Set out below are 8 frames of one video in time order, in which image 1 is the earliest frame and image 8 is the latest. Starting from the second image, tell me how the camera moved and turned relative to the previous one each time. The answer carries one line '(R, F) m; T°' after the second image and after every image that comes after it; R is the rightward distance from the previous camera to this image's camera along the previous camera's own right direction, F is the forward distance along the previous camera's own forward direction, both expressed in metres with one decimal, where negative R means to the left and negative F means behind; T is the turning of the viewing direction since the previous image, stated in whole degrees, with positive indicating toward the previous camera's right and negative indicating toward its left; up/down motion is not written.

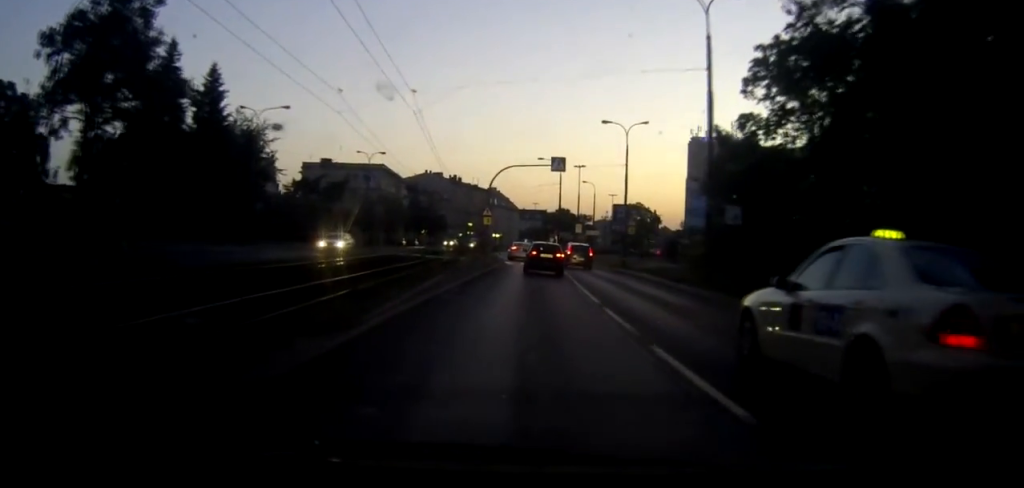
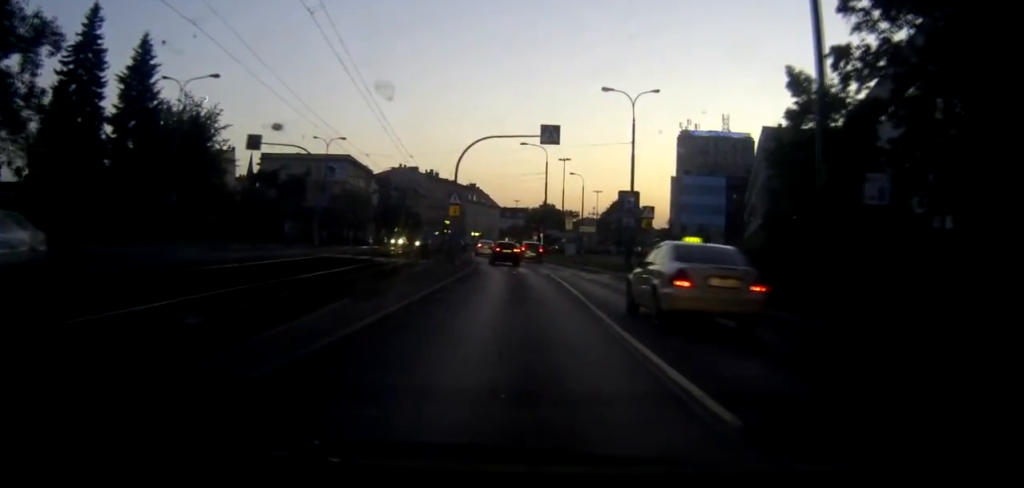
(+0.2, +10.5) m; +3°
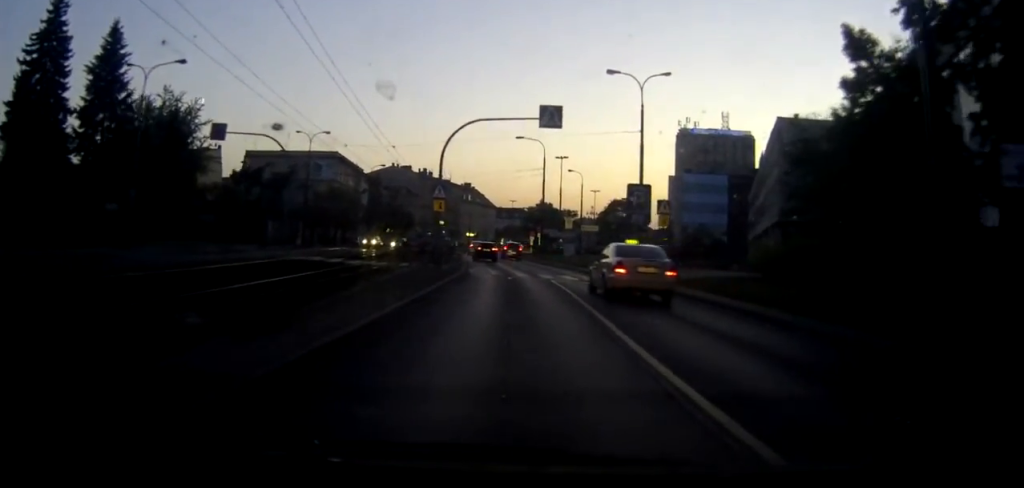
(+0.1, +4.3) m; 0°
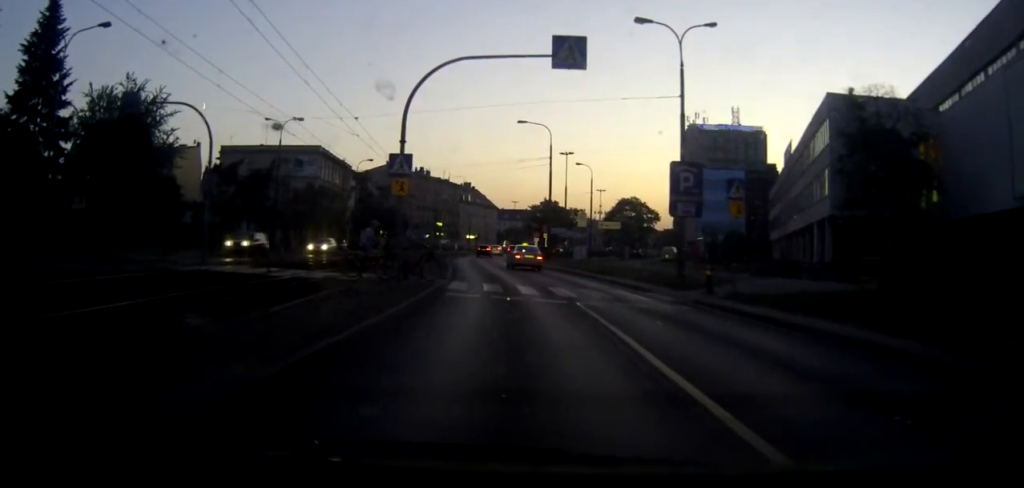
(-0.2, +8.9) m; -2°
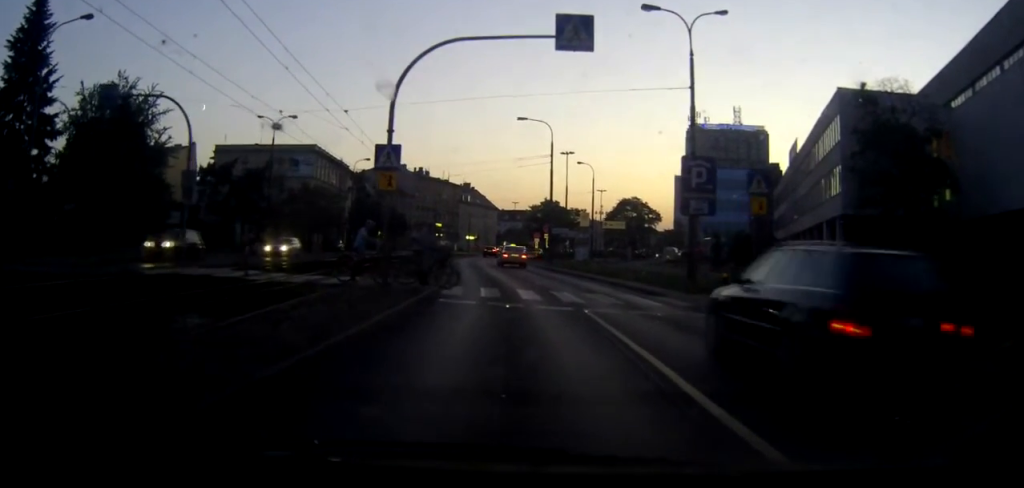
(0.0, +1.7) m; 0°
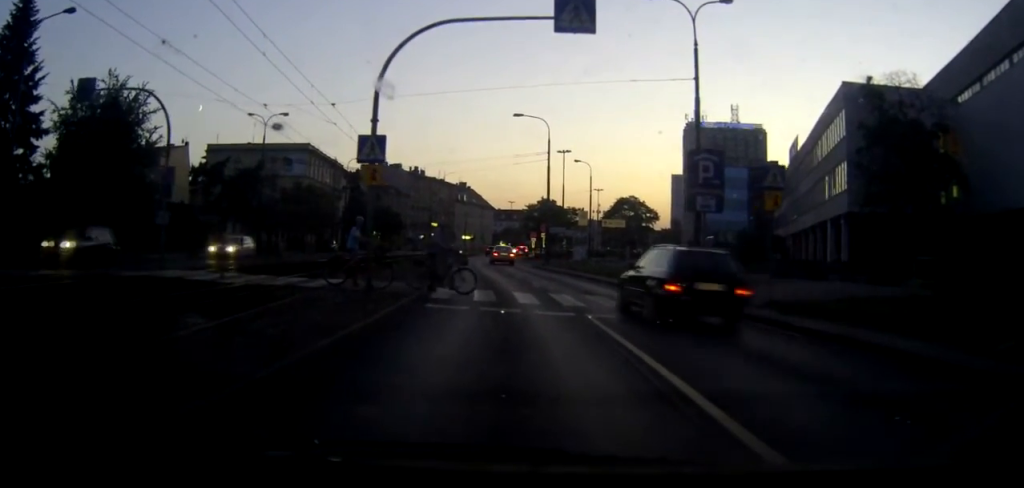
(0.0, +1.3) m; 0°
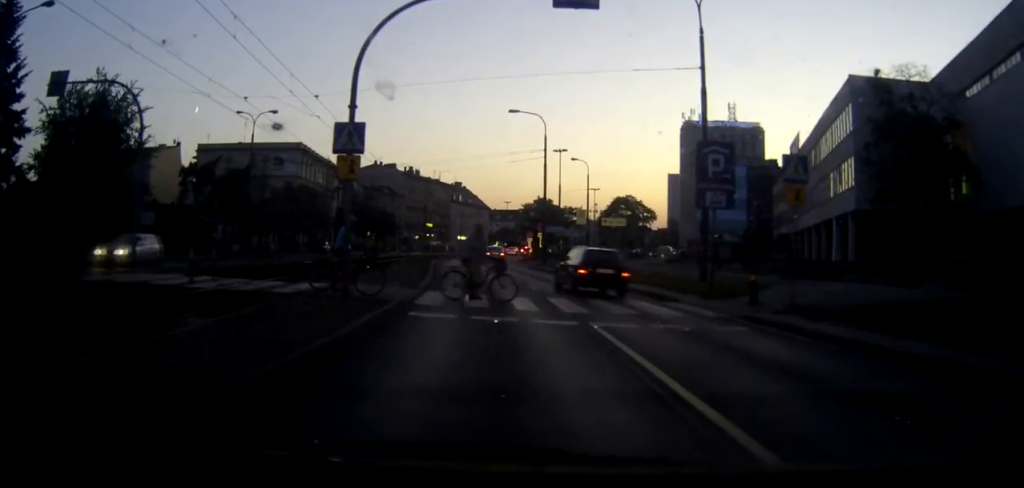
(0.0, +1.6) m; 0°
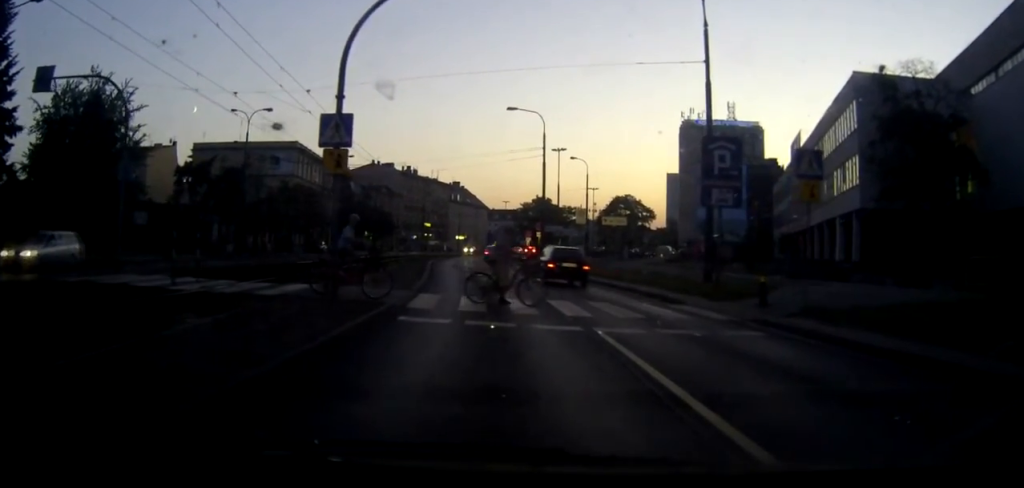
(0.0, +0.9) m; +1°
